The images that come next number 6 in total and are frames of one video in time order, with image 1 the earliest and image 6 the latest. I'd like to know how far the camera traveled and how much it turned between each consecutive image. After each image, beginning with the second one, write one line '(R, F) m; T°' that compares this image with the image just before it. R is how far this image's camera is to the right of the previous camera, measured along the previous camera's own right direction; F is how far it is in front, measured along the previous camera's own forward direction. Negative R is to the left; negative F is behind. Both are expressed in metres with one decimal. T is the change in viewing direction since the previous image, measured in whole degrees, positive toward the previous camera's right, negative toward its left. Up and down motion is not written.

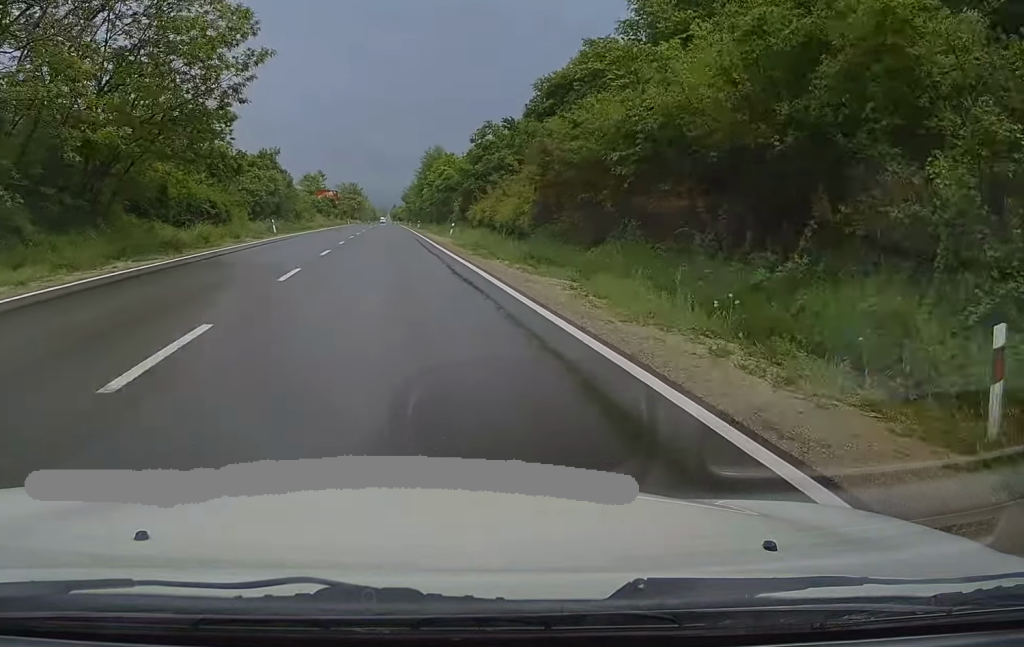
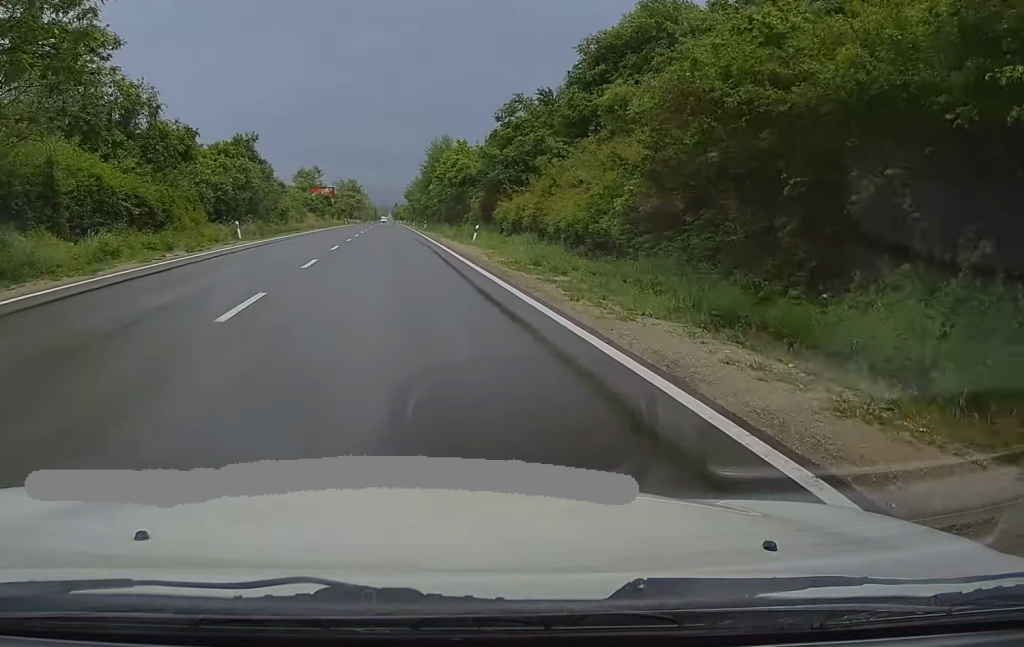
(-0.1, +14.3) m; 0°
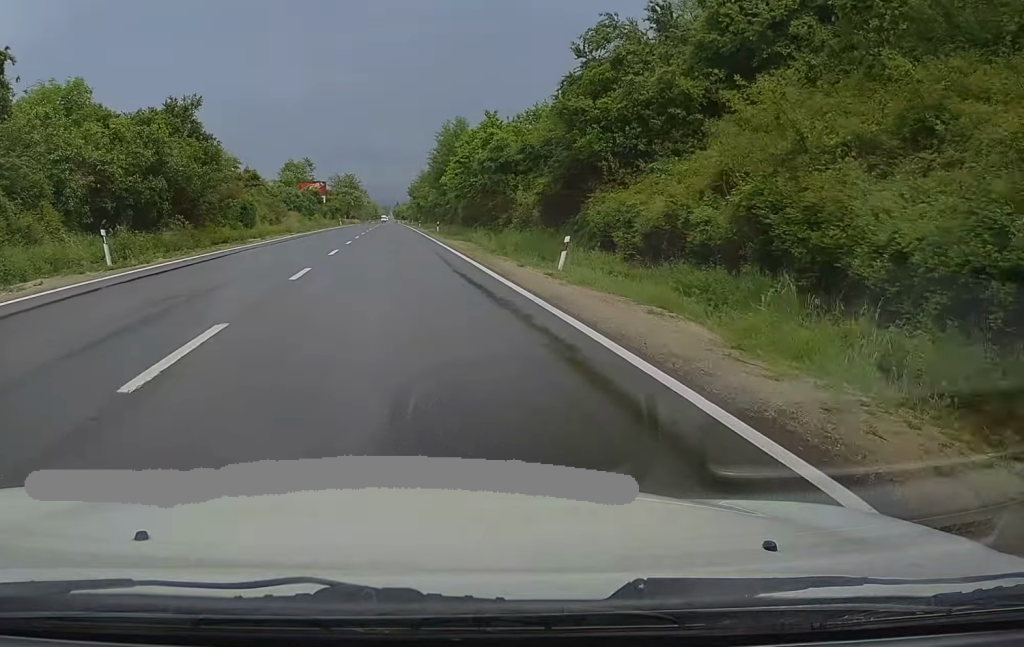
(-0.2, +21.0) m; 0°
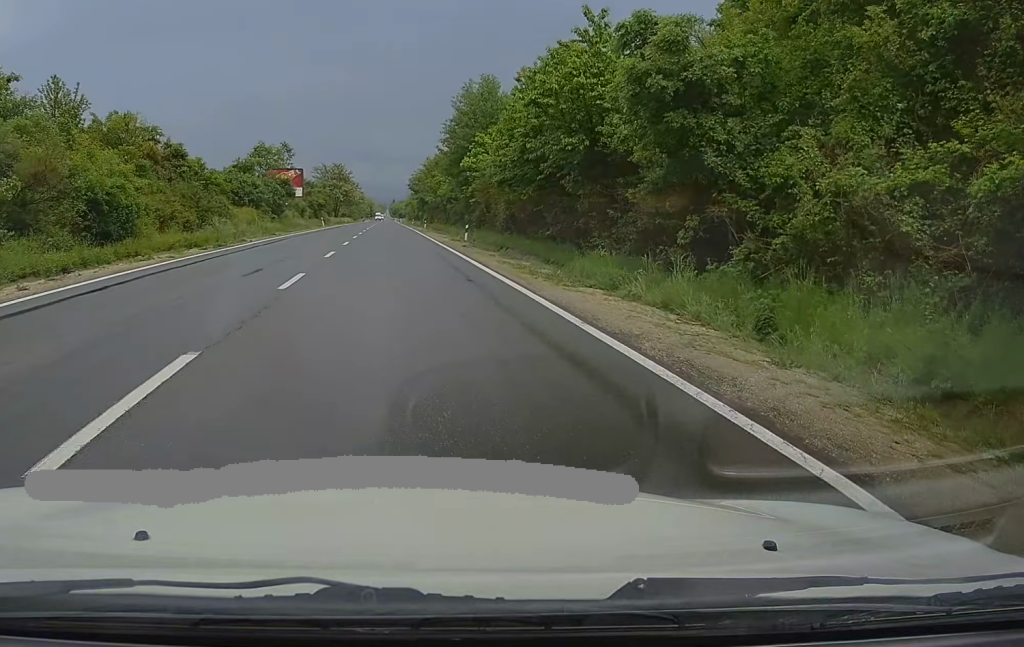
(+0.3, +28.5) m; 0°
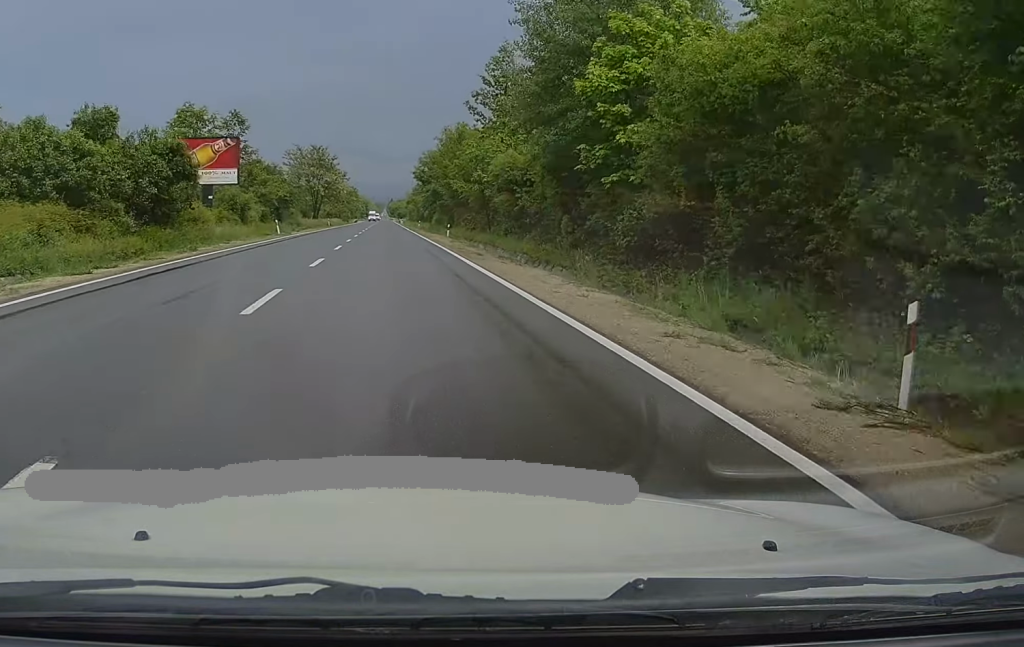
(+0.1, +38.4) m; +1°
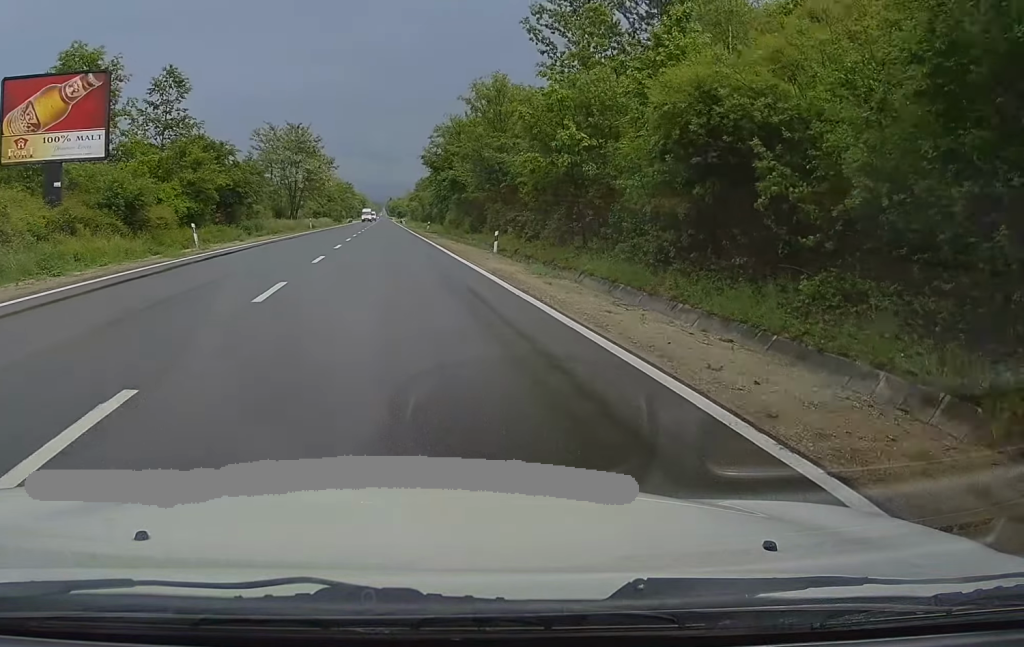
(0.0, +25.1) m; -1°
